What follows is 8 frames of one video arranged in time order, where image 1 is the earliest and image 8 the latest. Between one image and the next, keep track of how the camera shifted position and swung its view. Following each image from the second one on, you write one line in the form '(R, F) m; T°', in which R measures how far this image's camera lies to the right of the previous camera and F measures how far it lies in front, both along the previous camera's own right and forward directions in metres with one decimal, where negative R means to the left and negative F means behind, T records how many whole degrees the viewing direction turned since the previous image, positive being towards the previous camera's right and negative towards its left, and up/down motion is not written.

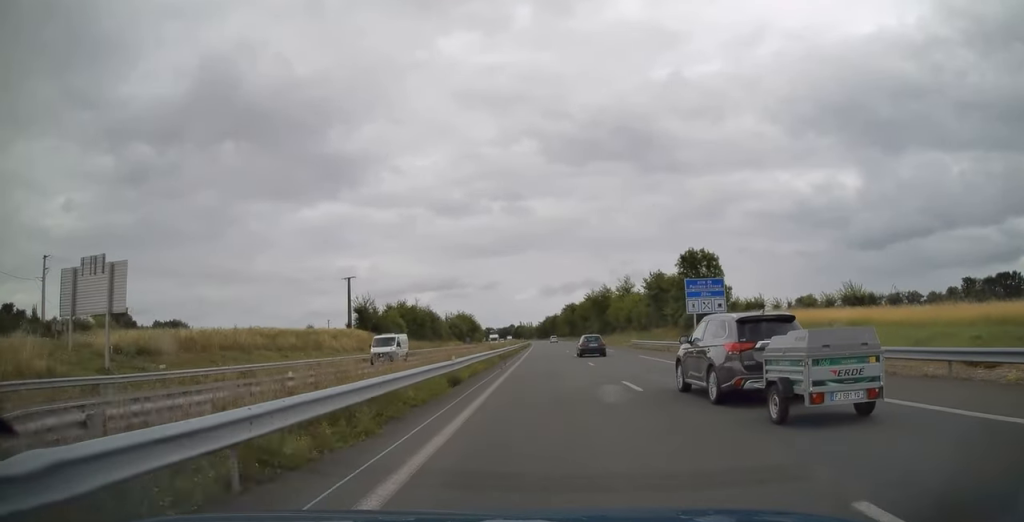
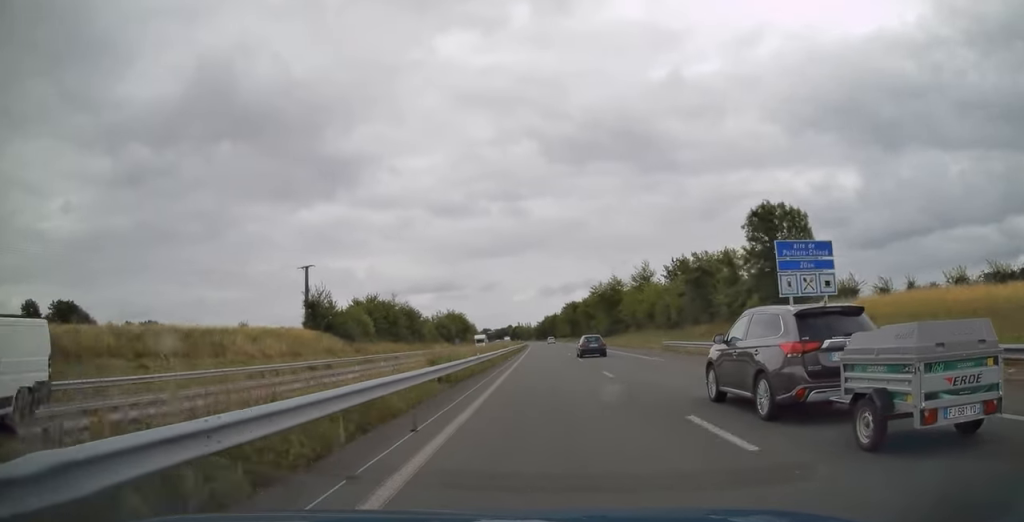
(0.0, +20.9) m; 0°
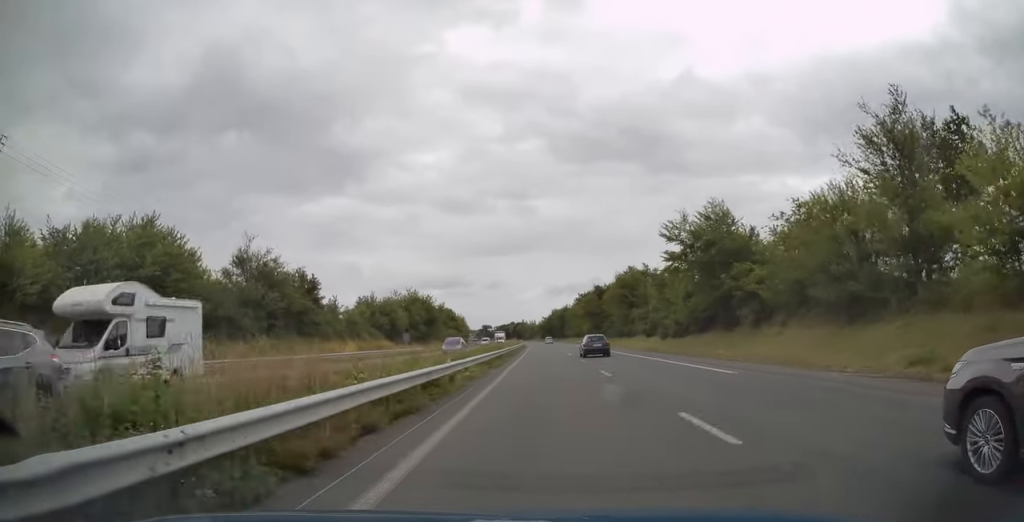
(0.0, +65.0) m; 0°
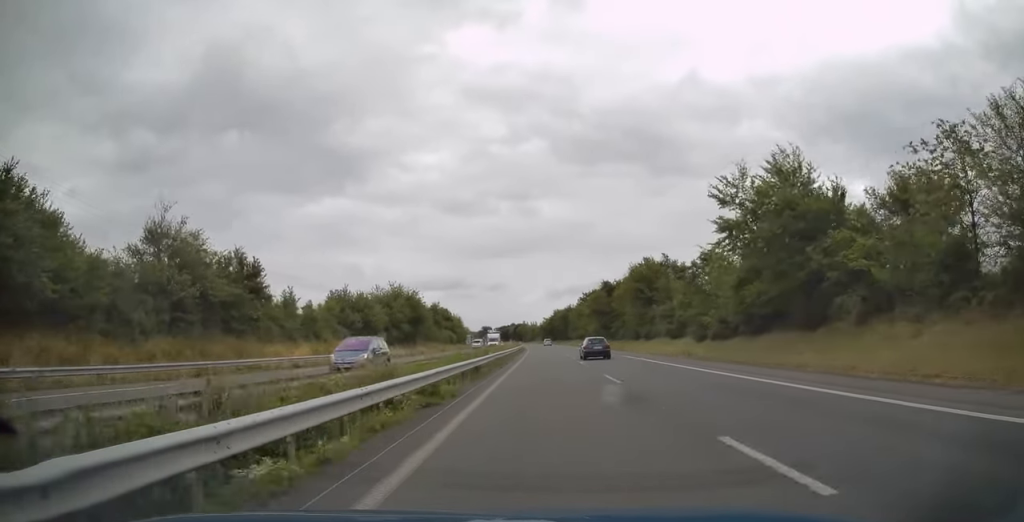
(0.0, +15.4) m; 0°
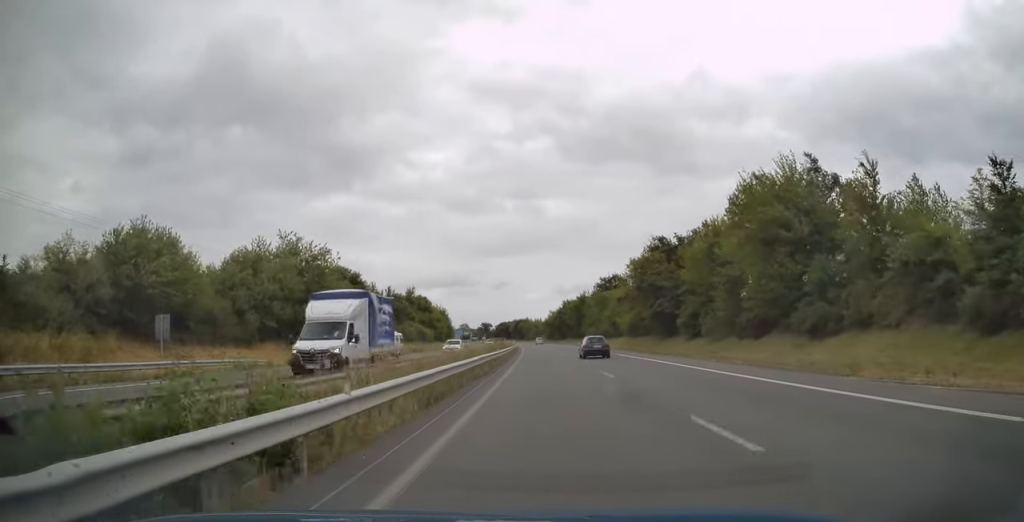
(-0.2, +50.2) m; -1°
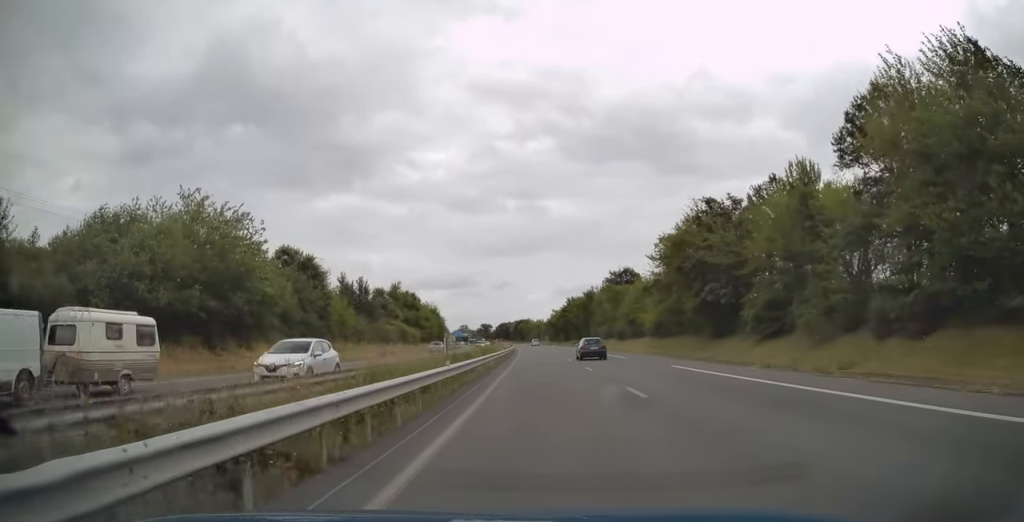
(-0.2, +19.4) m; 0°
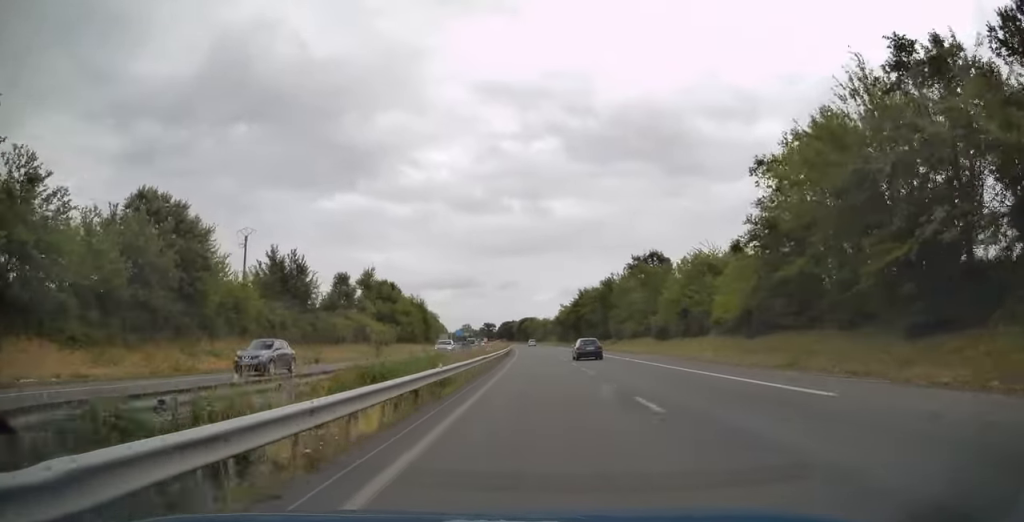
(0.0, +28.8) m; 0°
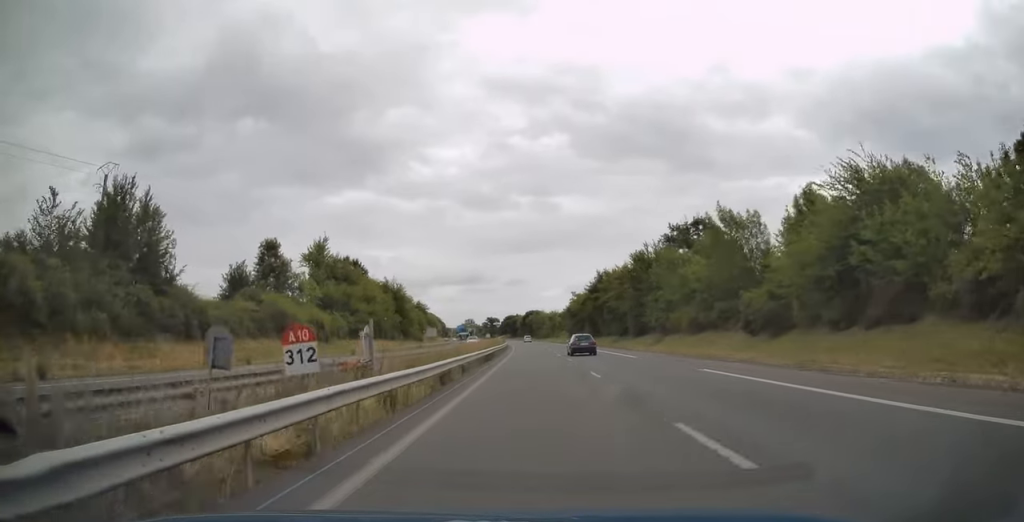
(0.0, +31.0) m; -1°
